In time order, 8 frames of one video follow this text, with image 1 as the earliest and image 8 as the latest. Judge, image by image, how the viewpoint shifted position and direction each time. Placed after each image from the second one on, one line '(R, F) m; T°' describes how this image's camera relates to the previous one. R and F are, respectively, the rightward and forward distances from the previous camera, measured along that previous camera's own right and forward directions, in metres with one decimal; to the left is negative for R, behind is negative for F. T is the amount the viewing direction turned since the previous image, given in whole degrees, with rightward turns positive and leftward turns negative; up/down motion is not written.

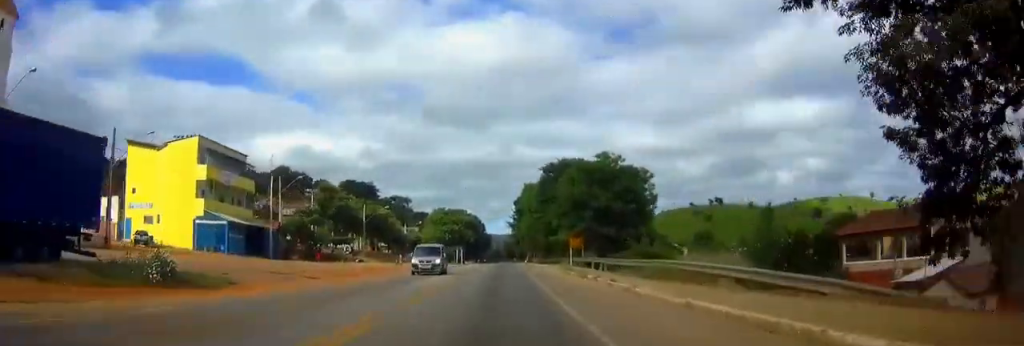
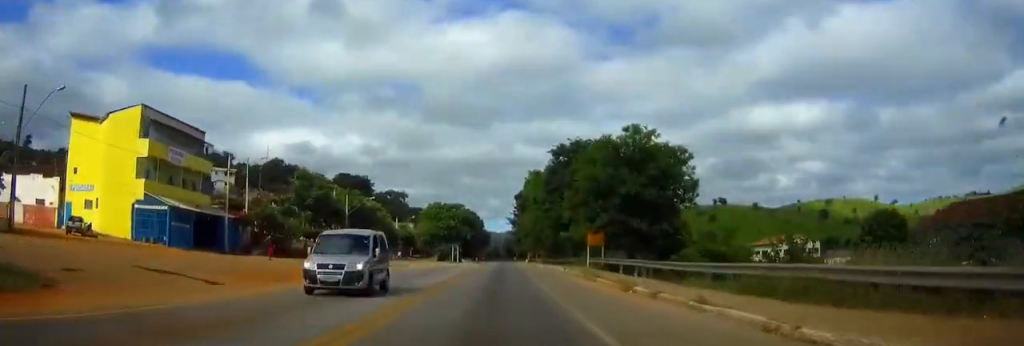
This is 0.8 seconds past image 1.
(+0.1, +11.6) m; 0°
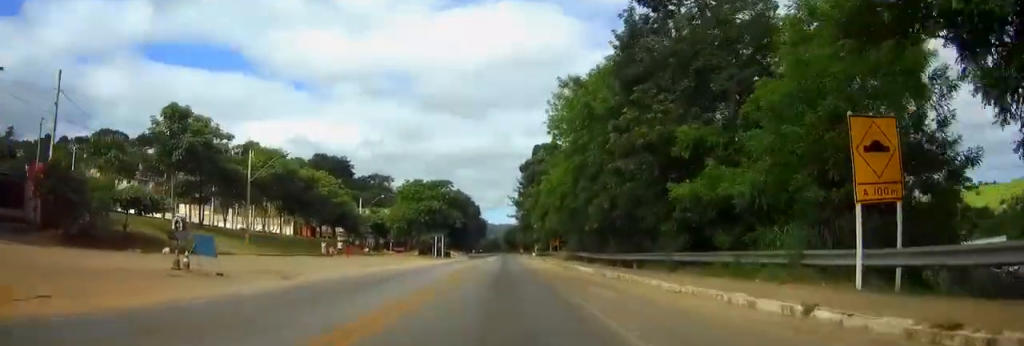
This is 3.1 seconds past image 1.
(0.0, +35.4) m; 0°
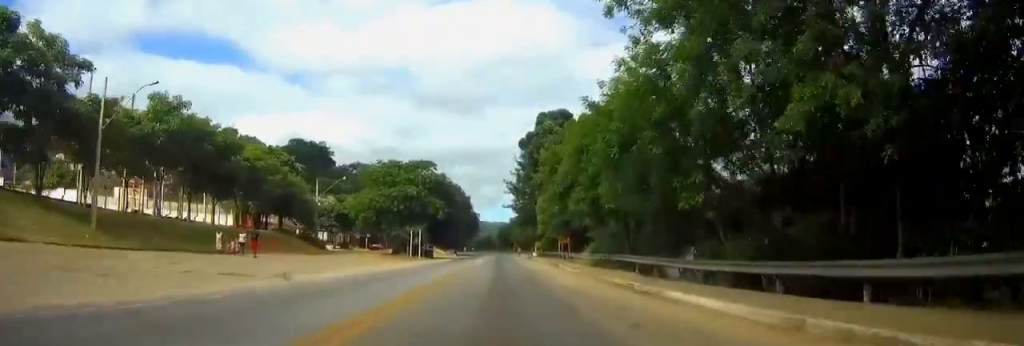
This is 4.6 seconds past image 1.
(+0.1, +21.6) m; +1°
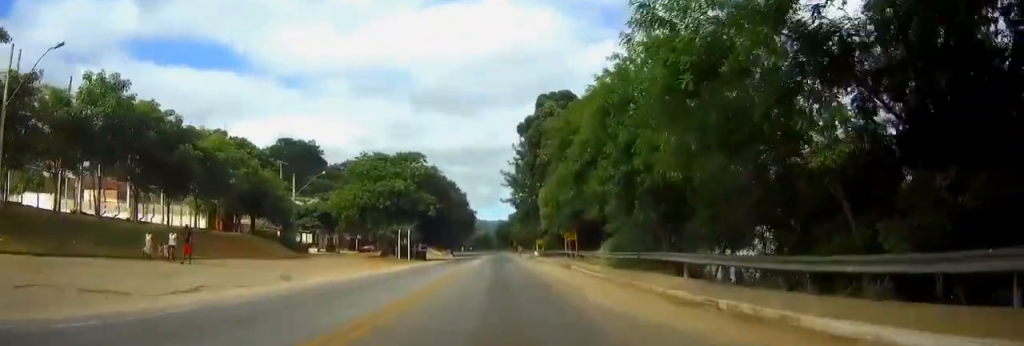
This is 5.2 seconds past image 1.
(0.0, +8.2) m; 0°
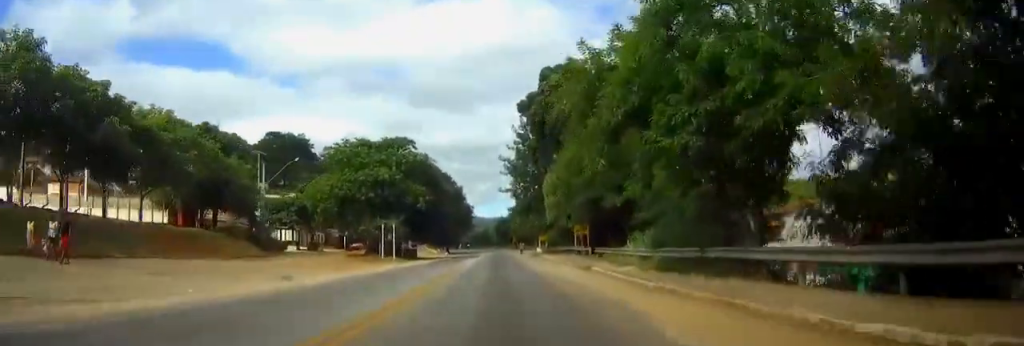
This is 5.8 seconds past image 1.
(+0.1, +9.1) m; 0°
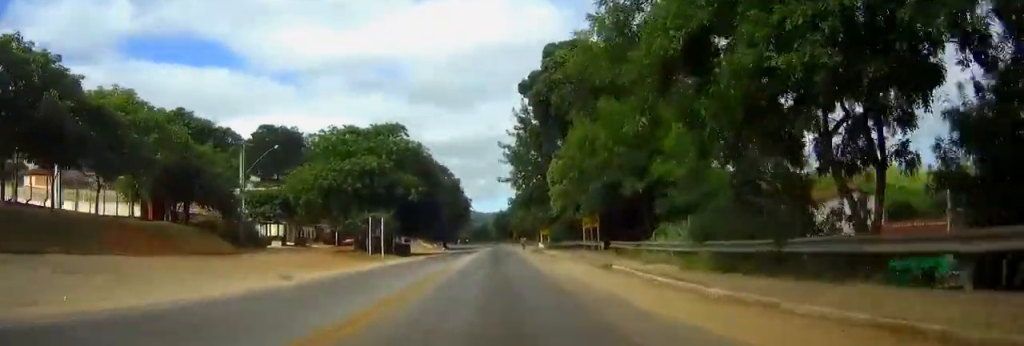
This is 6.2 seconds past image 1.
(0.0, +5.5) m; 0°
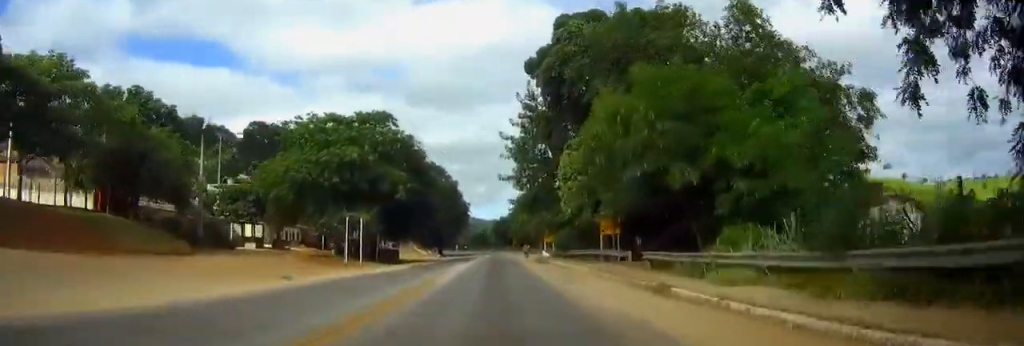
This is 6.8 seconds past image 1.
(0.0, +8.2) m; 0°
